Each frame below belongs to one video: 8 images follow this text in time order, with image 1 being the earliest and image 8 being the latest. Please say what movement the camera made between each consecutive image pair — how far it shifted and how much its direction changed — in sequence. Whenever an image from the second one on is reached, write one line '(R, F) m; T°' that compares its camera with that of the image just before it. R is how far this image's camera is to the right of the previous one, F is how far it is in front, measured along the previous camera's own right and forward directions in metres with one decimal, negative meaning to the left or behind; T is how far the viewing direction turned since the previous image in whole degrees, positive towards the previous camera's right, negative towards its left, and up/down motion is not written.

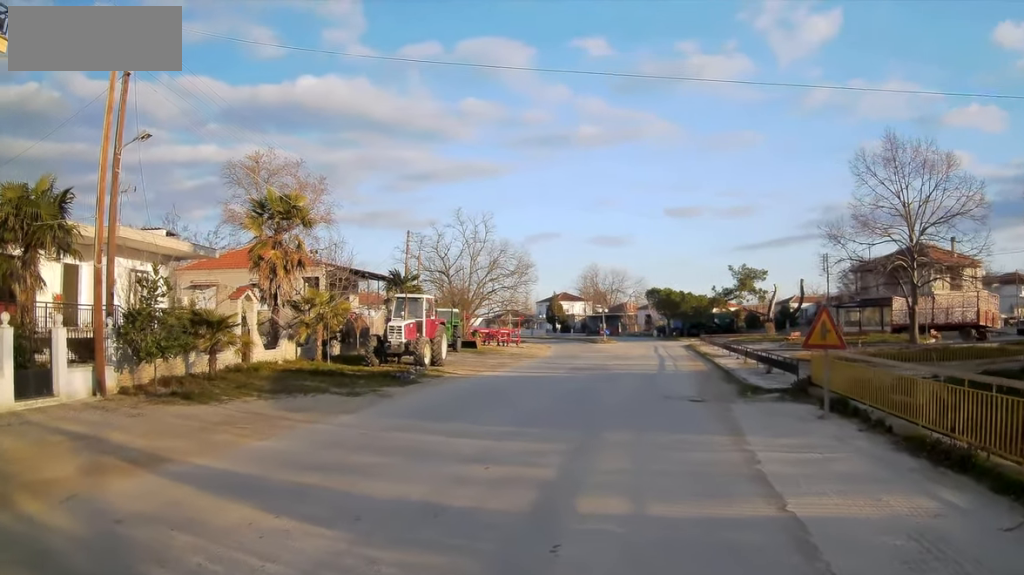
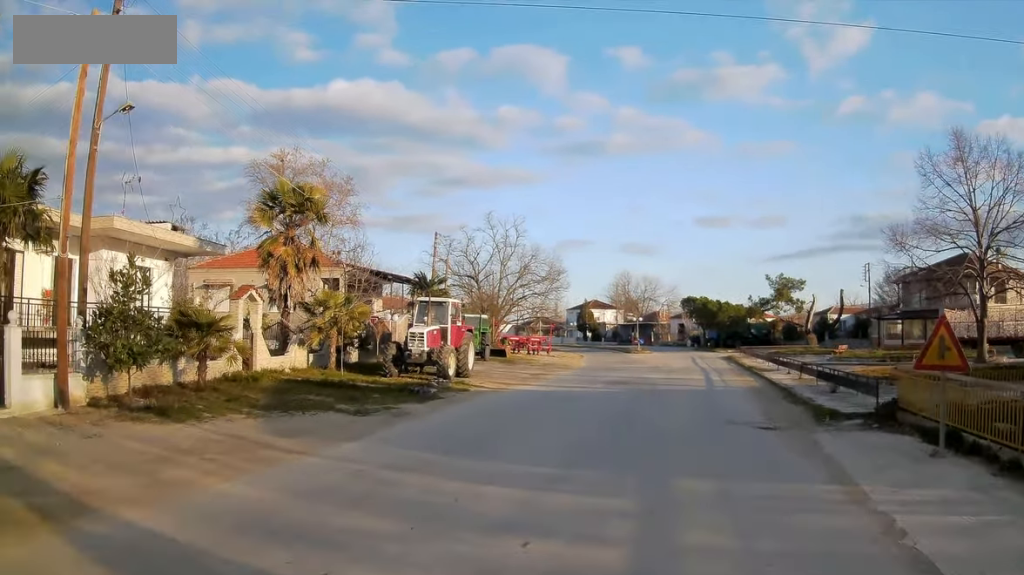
(-0.2, +1.2) m; -5°
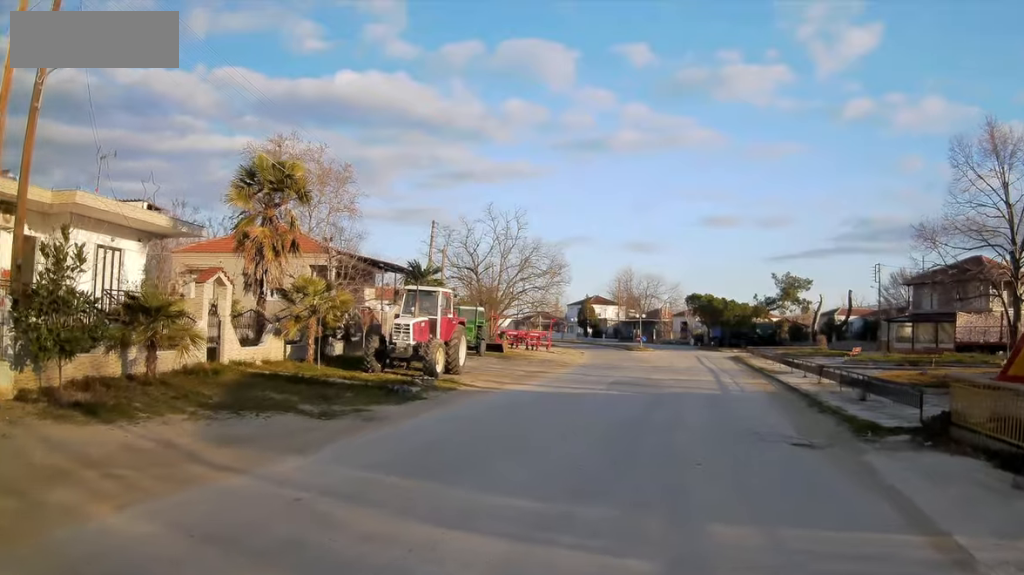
(0.0, +1.2) m; 0°
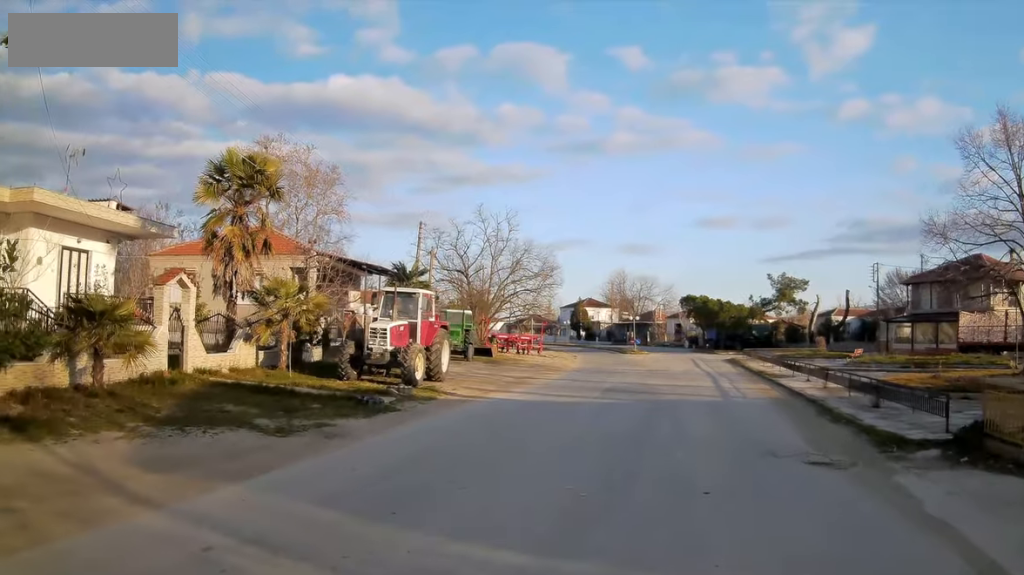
(0.0, +0.8) m; +1°
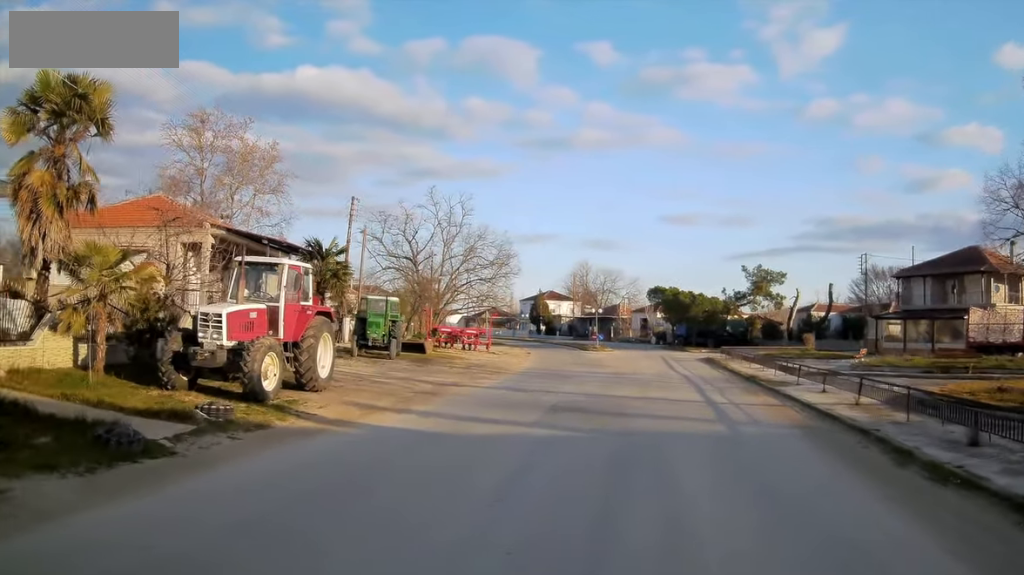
(+0.2, +4.5) m; +5°
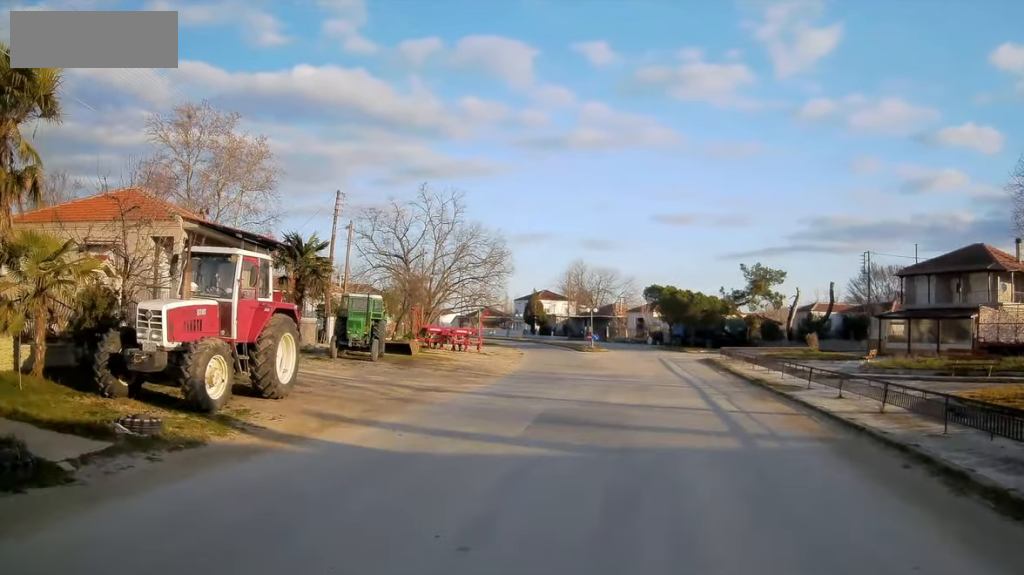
(0.0, +1.6) m; +1°
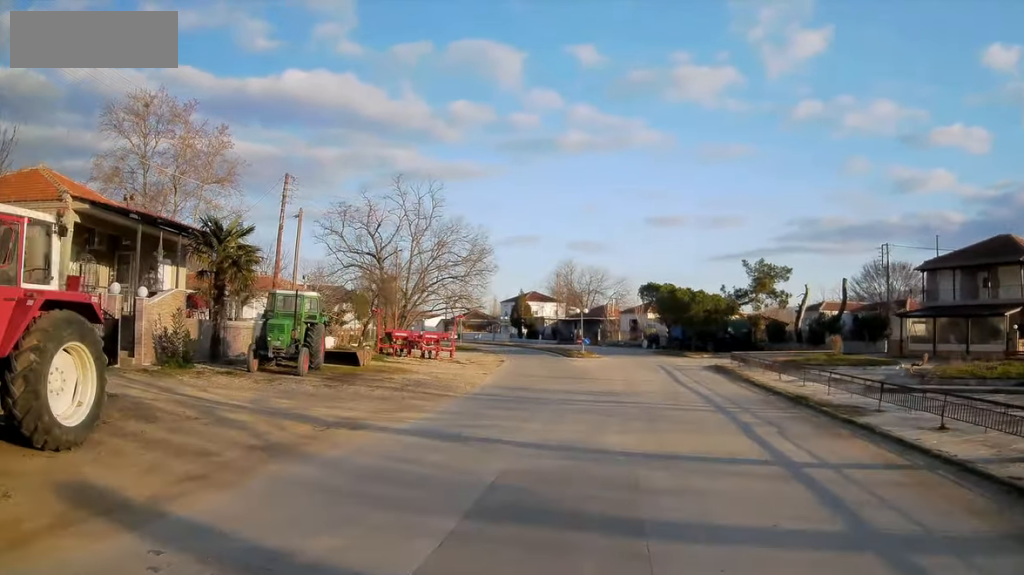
(+0.2, +5.7) m; +5°
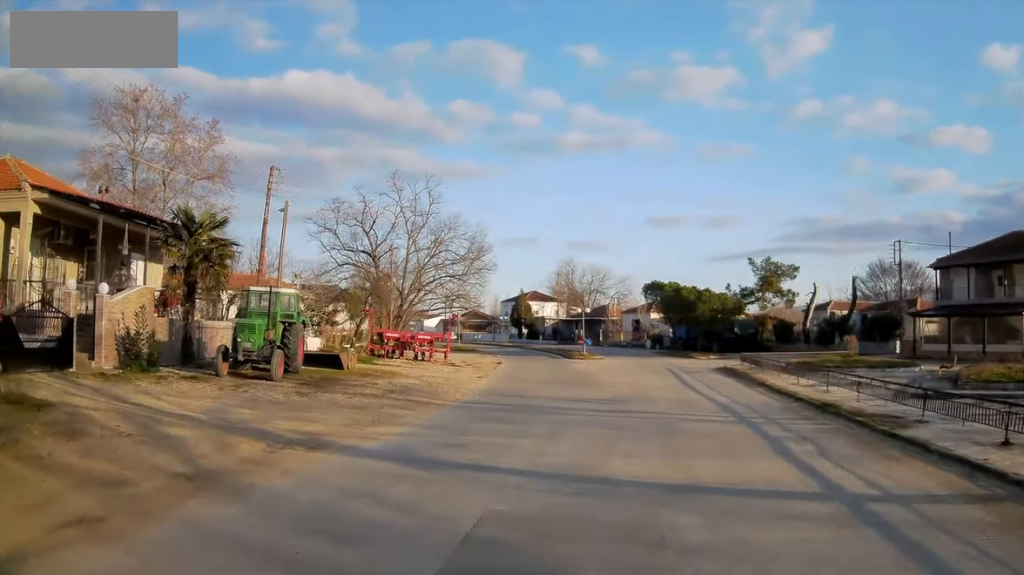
(0.0, +1.7) m; +1°
